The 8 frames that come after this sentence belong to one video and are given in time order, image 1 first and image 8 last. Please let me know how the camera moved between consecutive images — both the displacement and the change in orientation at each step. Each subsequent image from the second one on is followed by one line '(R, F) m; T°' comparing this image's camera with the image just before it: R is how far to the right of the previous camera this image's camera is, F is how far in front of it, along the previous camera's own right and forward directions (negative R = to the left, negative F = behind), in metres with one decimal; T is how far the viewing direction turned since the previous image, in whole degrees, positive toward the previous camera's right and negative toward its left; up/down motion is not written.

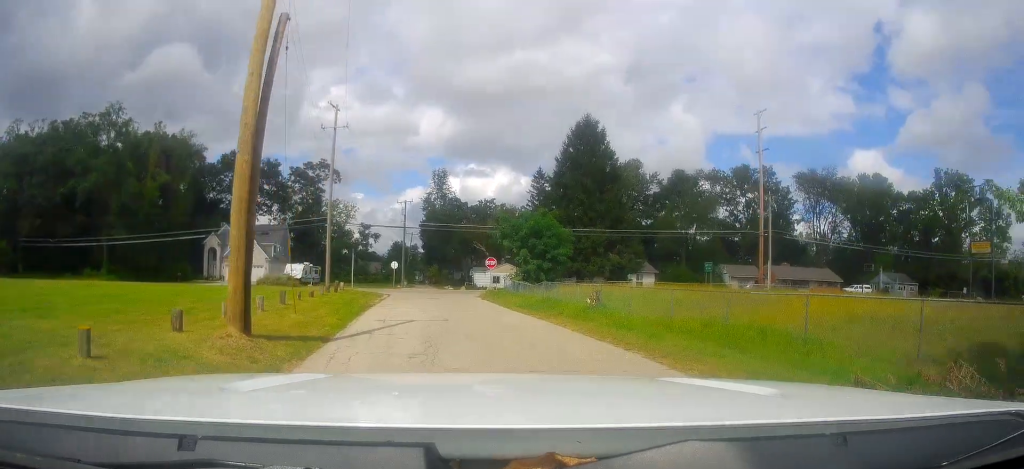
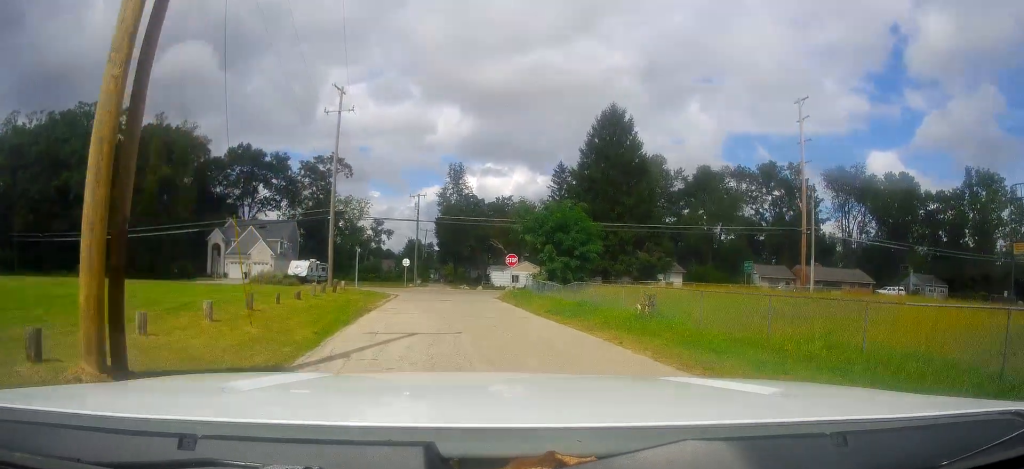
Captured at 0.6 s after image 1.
(-0.2, +4.5) m; +1°
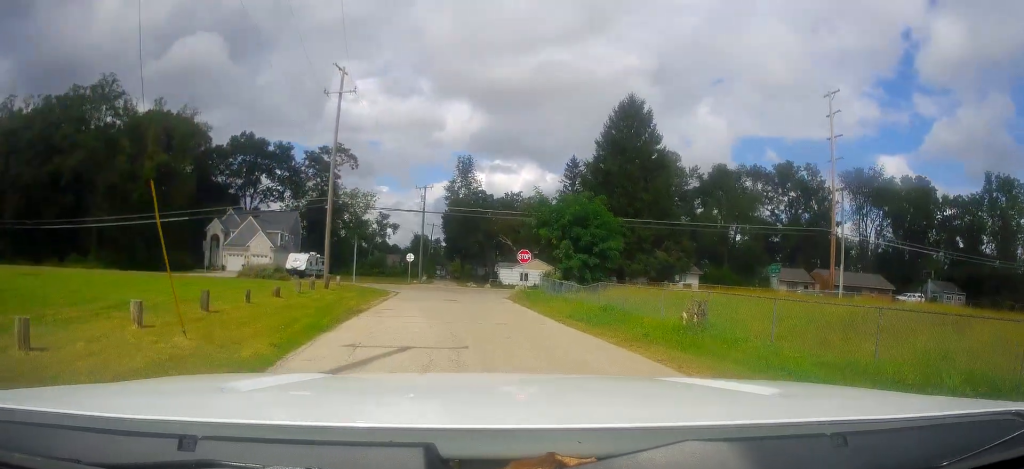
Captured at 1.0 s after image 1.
(-0.1, +3.1) m; 0°
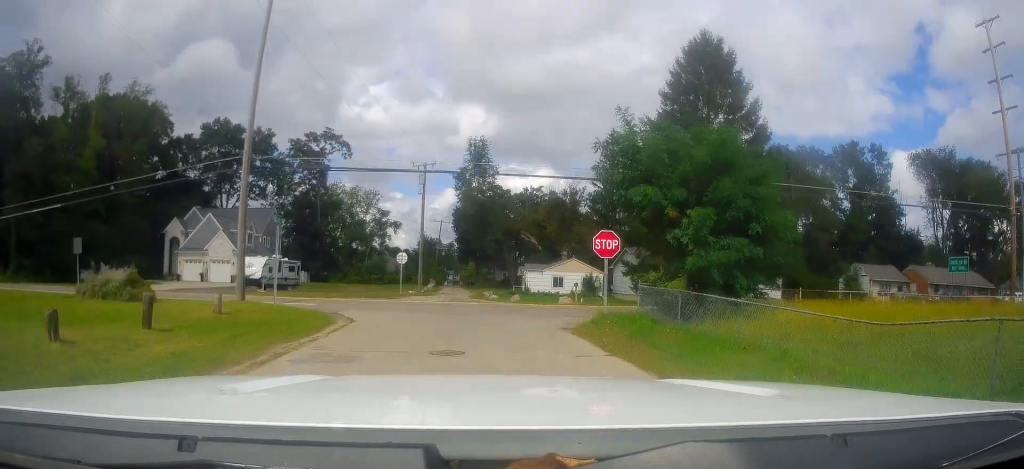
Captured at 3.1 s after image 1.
(-0.4, +18.8) m; -5°
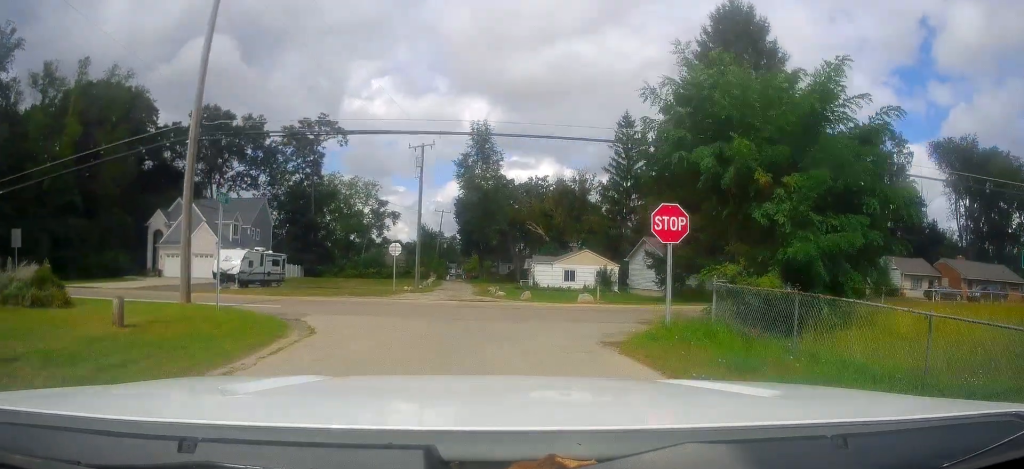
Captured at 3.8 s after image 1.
(0.0, +5.7) m; 0°
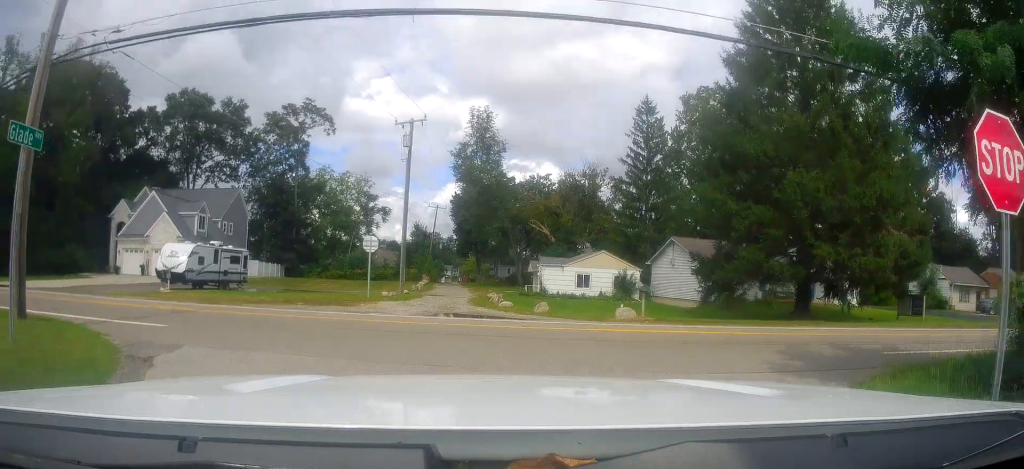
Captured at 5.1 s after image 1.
(0.0, +9.5) m; +3°
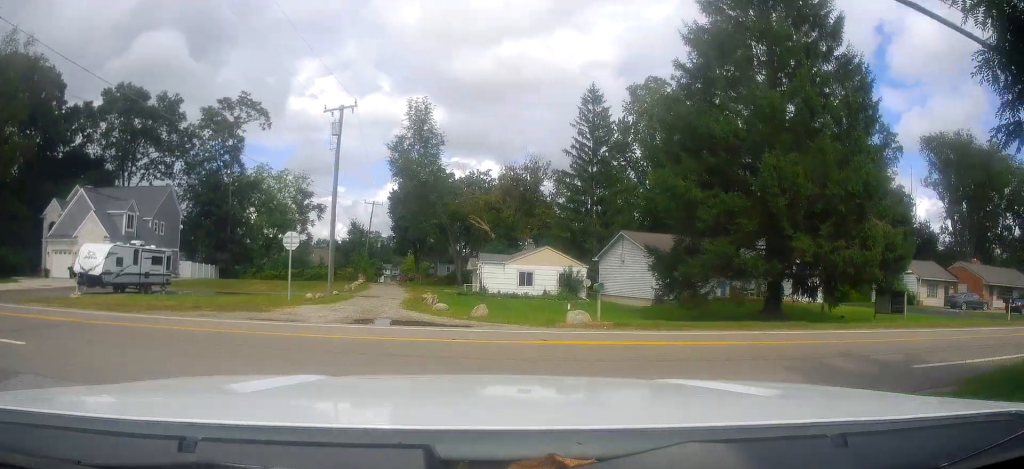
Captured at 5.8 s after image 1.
(-0.1, +3.3) m; +6°
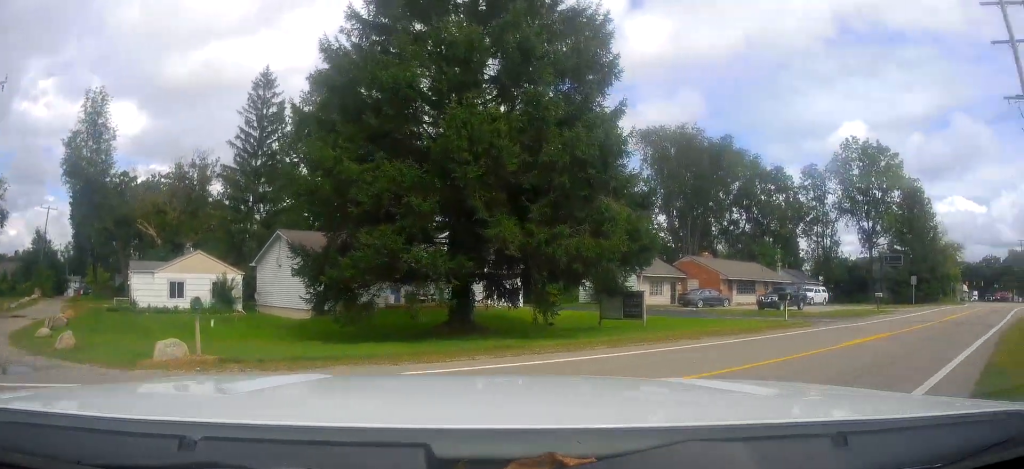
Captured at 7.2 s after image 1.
(+1.4, +6.1) m; +30°
